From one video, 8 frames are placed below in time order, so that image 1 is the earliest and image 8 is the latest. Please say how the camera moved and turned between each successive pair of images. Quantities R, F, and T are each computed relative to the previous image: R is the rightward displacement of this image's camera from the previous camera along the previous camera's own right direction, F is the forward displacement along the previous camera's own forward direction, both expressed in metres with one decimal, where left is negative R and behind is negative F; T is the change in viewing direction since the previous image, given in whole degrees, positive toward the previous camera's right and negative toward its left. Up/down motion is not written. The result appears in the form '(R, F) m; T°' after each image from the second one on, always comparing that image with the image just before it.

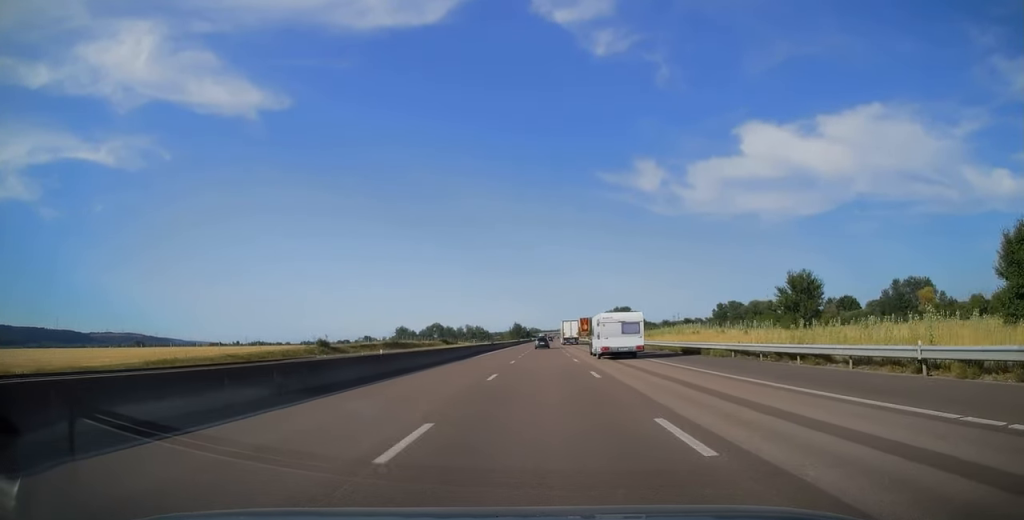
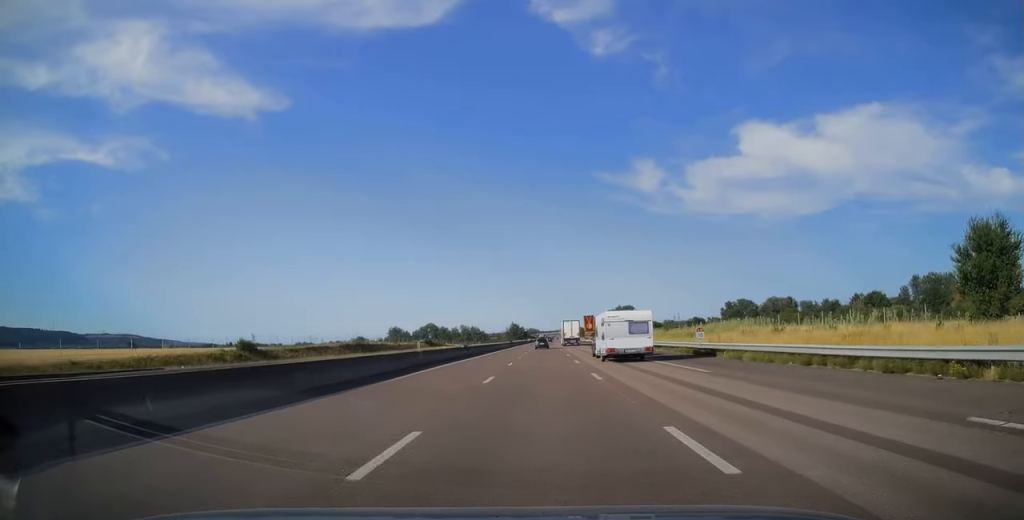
(0.0, +26.7) m; 0°
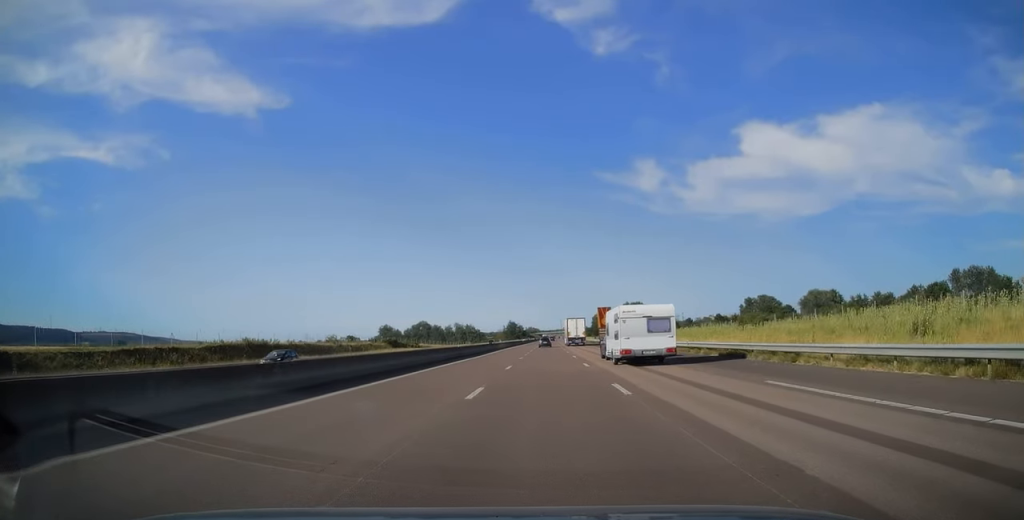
(+0.3, +43.6) m; 0°
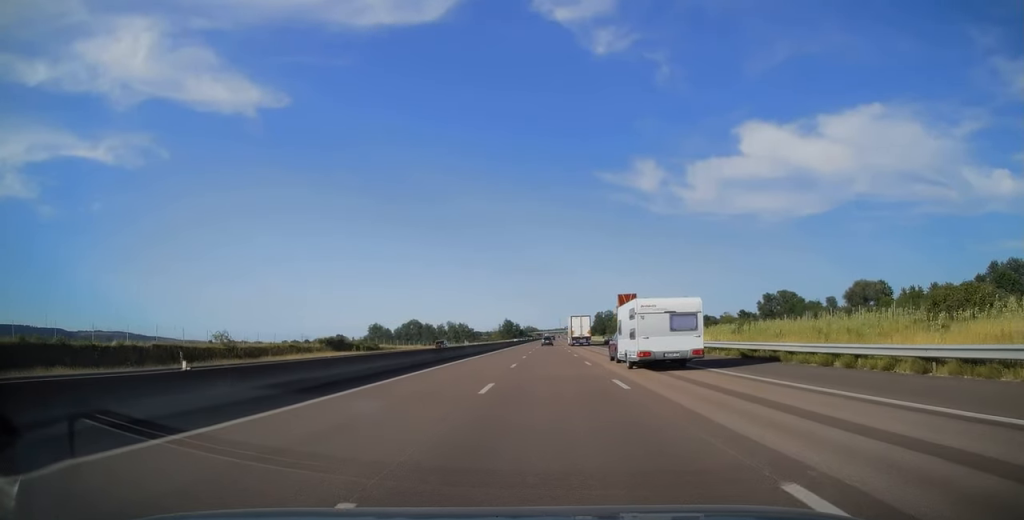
(-0.3, +37.6) m; -1°
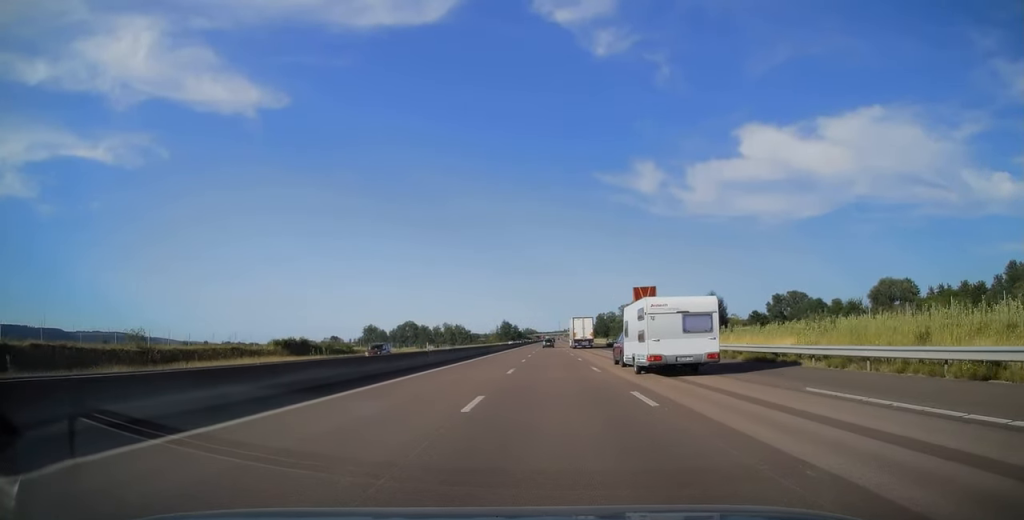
(0.0, +16.5) m; 0°
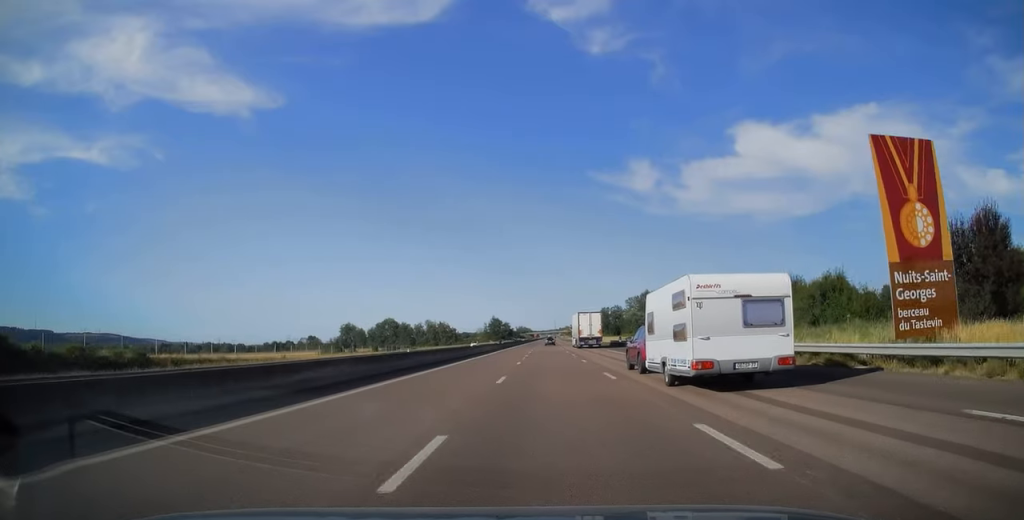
(+0.6, +57.6) m; +1°
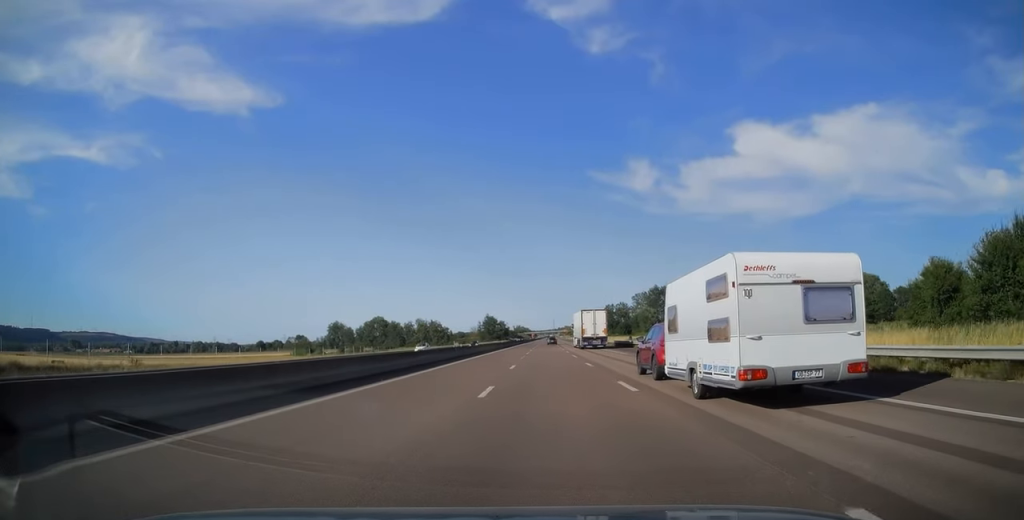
(0.0, +30.3) m; 0°
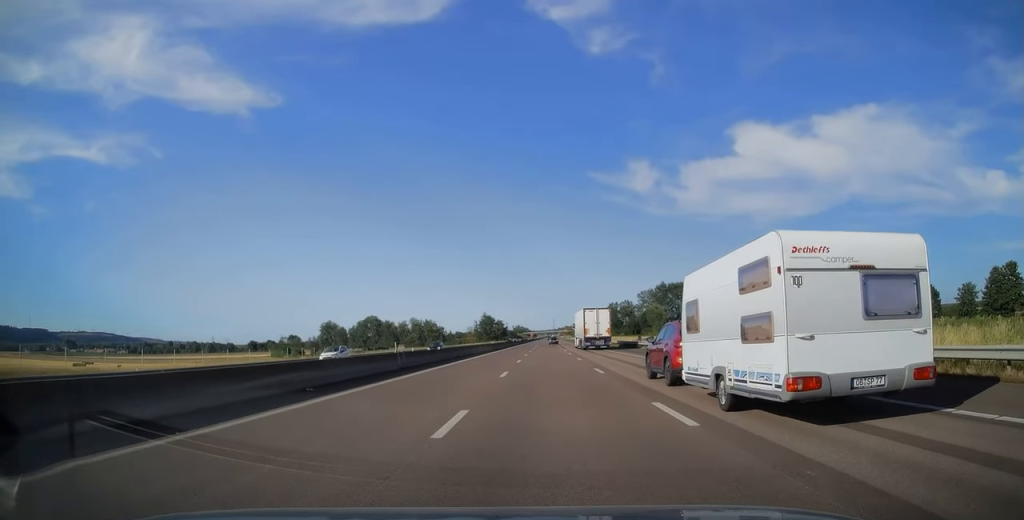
(+0.1, +18.5) m; 0°
